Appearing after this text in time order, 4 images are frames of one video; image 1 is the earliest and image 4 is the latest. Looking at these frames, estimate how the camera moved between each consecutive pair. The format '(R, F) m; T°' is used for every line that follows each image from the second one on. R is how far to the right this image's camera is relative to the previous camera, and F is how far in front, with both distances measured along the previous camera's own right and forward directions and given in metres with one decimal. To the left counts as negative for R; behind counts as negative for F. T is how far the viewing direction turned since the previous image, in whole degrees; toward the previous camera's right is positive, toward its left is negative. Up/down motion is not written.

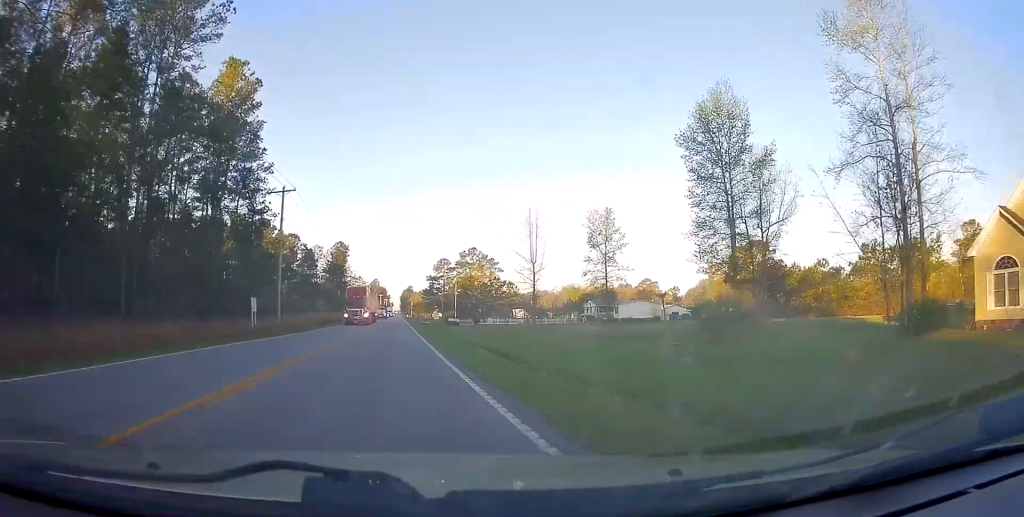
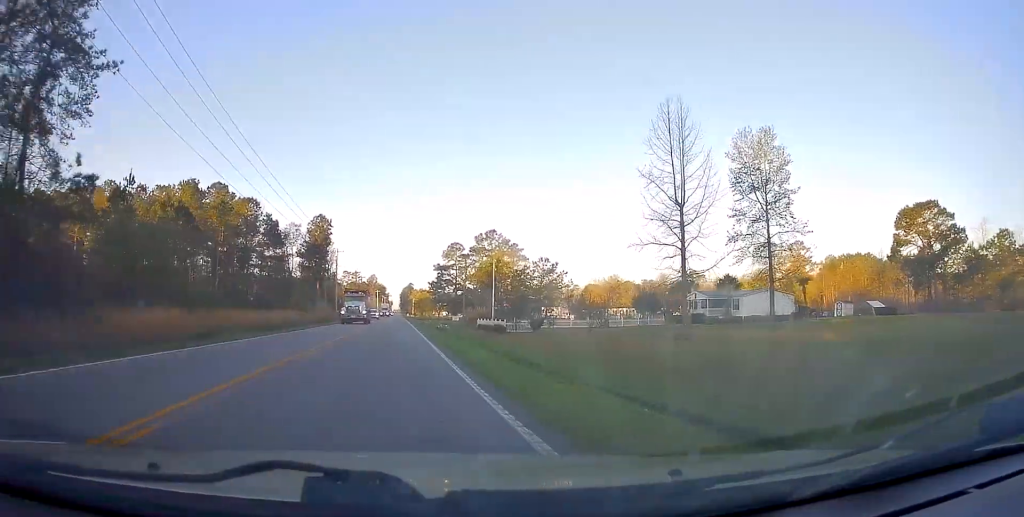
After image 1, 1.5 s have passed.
(+0.5, +40.2) m; 0°
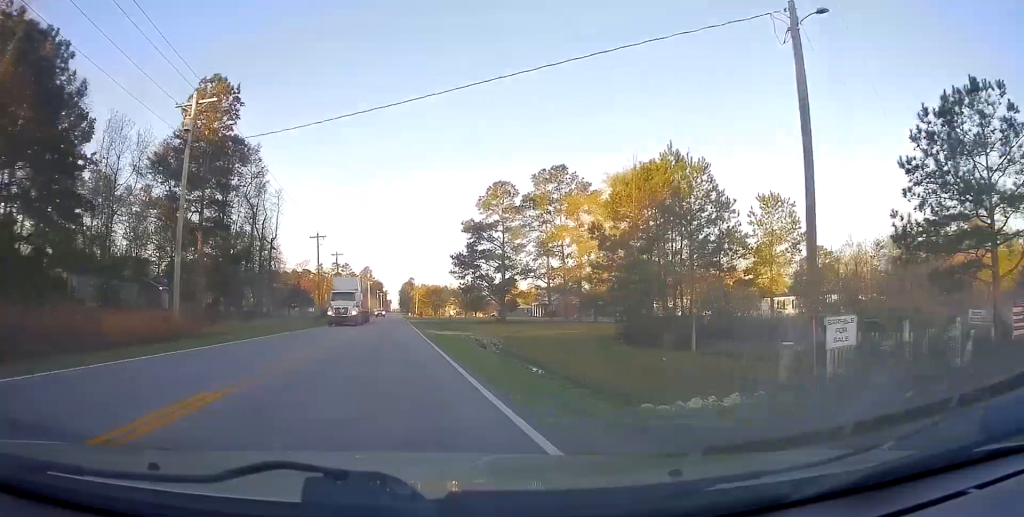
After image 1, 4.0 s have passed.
(-0.4, +71.1) m; +1°
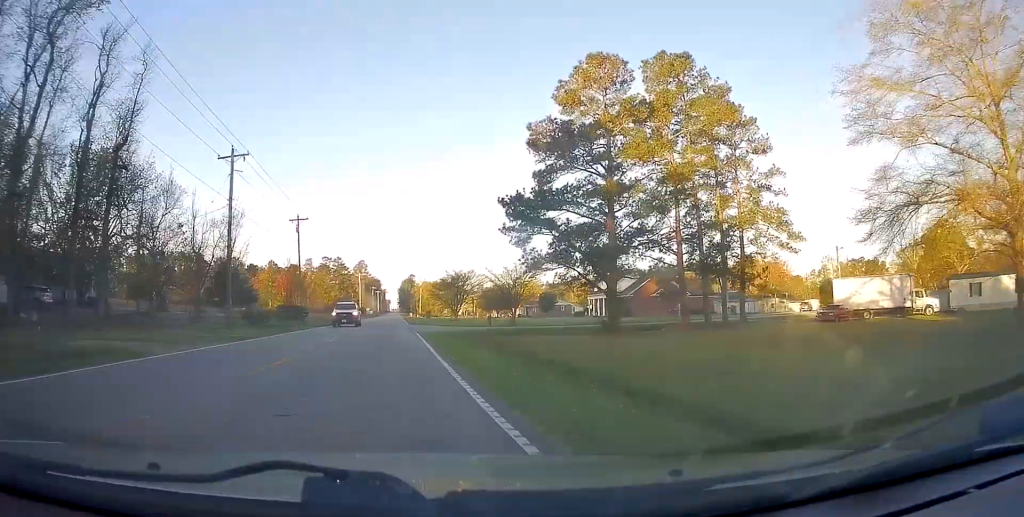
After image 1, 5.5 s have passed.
(+0.2, +43.7) m; 0°
